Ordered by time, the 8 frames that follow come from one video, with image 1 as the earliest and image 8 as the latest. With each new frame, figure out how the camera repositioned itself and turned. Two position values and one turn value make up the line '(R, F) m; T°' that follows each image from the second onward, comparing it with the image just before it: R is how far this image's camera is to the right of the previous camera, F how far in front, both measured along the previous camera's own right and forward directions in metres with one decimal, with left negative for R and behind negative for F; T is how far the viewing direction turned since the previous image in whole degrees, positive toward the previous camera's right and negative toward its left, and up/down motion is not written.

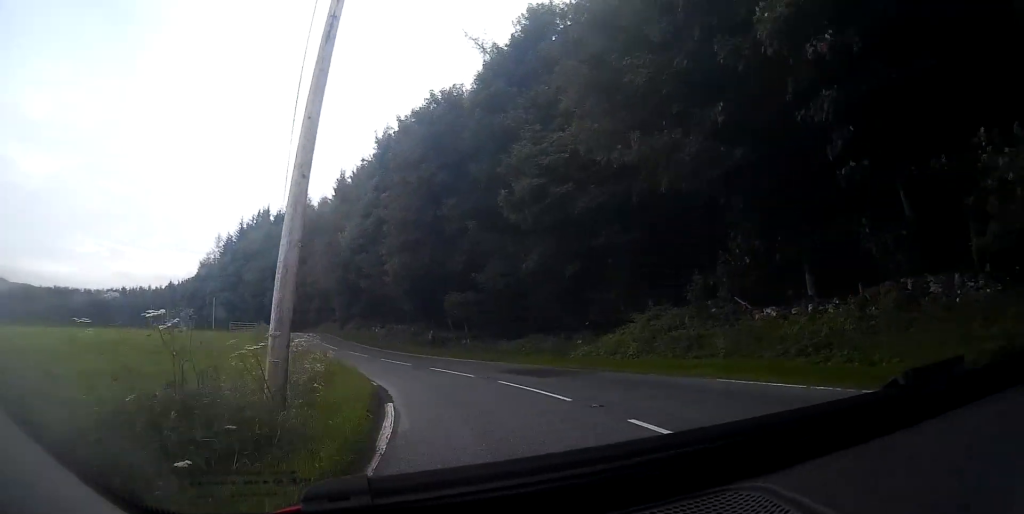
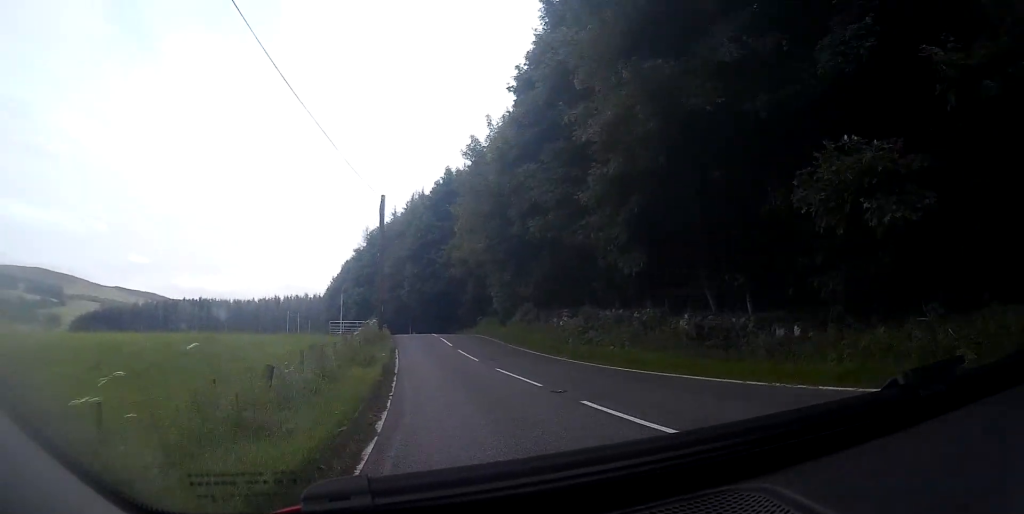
(-2.7, +23.6) m; -14°
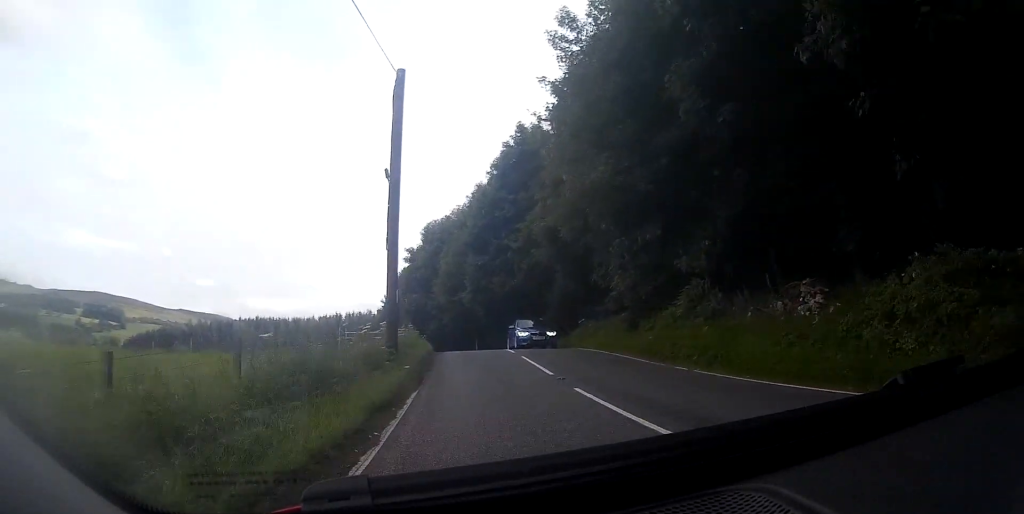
(-1.1, +16.5) m; -6°
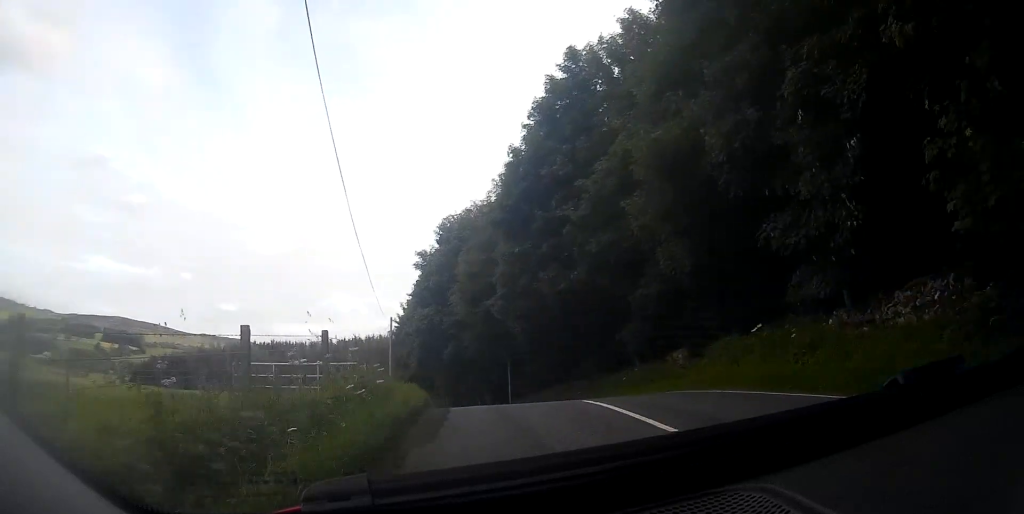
(-0.6, +15.4) m; -2°
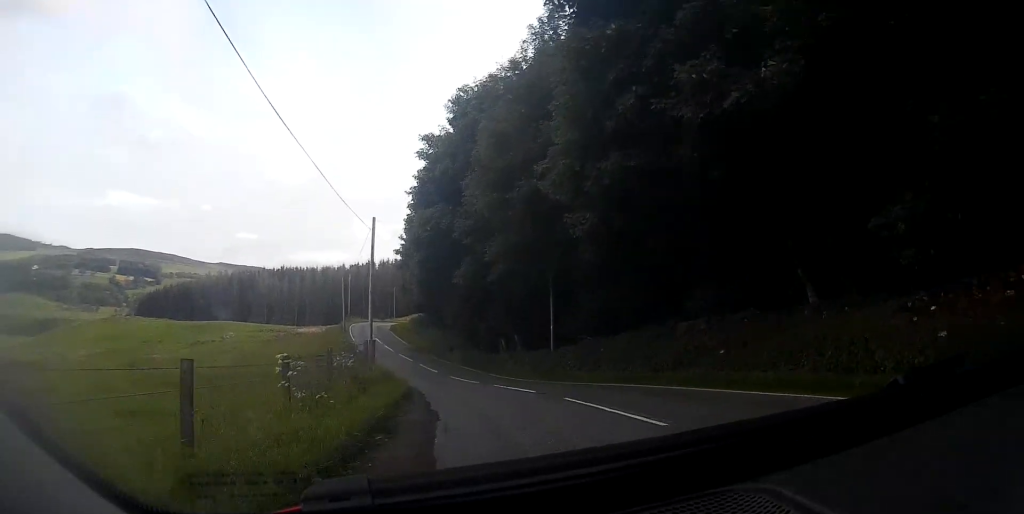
(0.0, +16.8) m; -2°
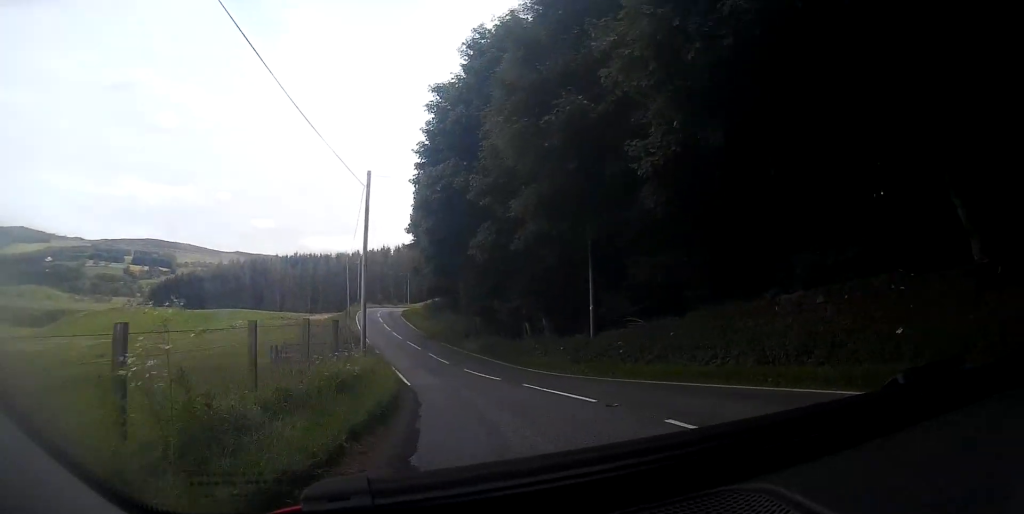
(-0.2, +6.6) m; -1°
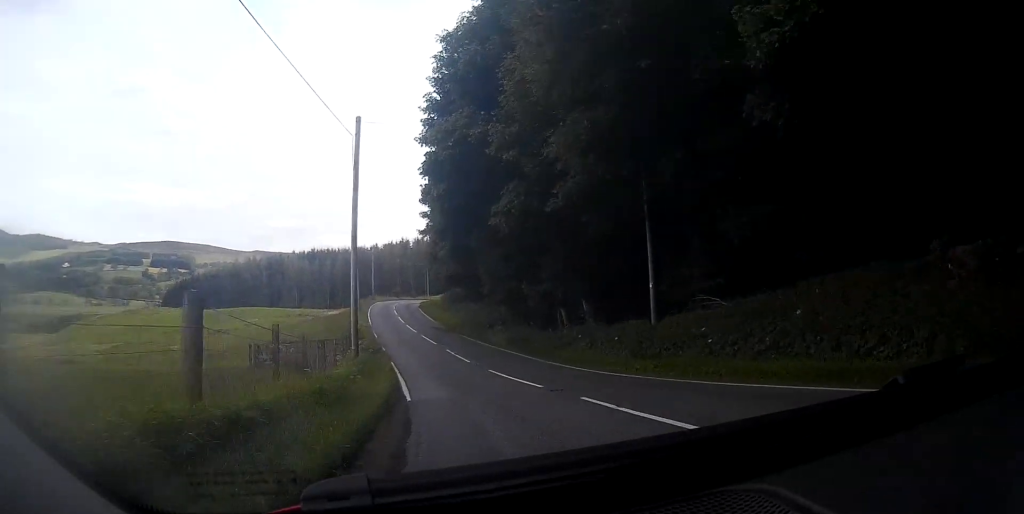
(0.0, +6.1) m; -1°
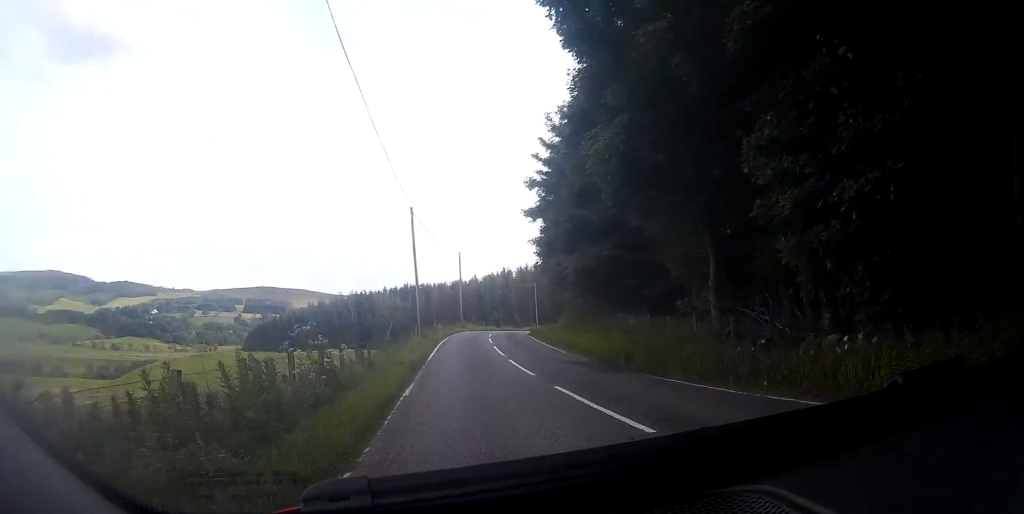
(-1.8, +24.4) m; -9°
